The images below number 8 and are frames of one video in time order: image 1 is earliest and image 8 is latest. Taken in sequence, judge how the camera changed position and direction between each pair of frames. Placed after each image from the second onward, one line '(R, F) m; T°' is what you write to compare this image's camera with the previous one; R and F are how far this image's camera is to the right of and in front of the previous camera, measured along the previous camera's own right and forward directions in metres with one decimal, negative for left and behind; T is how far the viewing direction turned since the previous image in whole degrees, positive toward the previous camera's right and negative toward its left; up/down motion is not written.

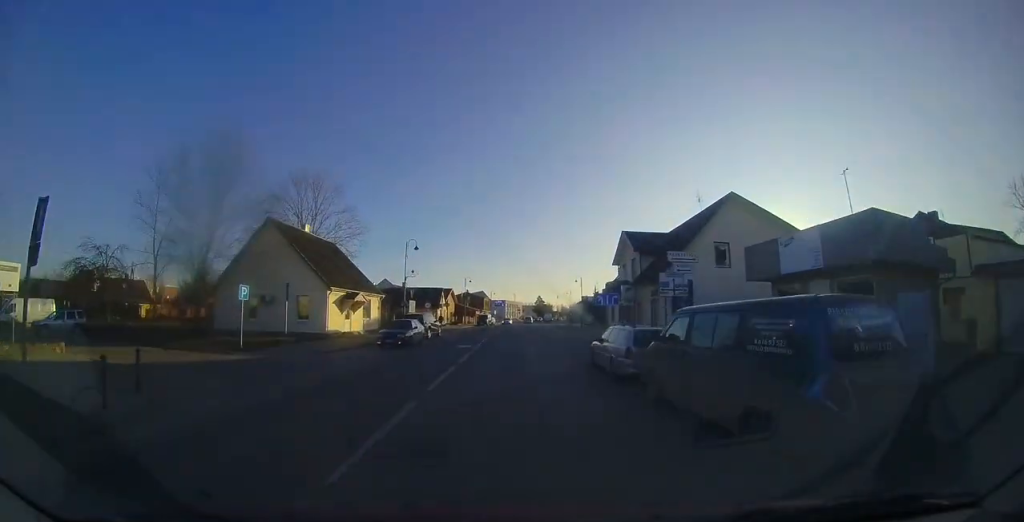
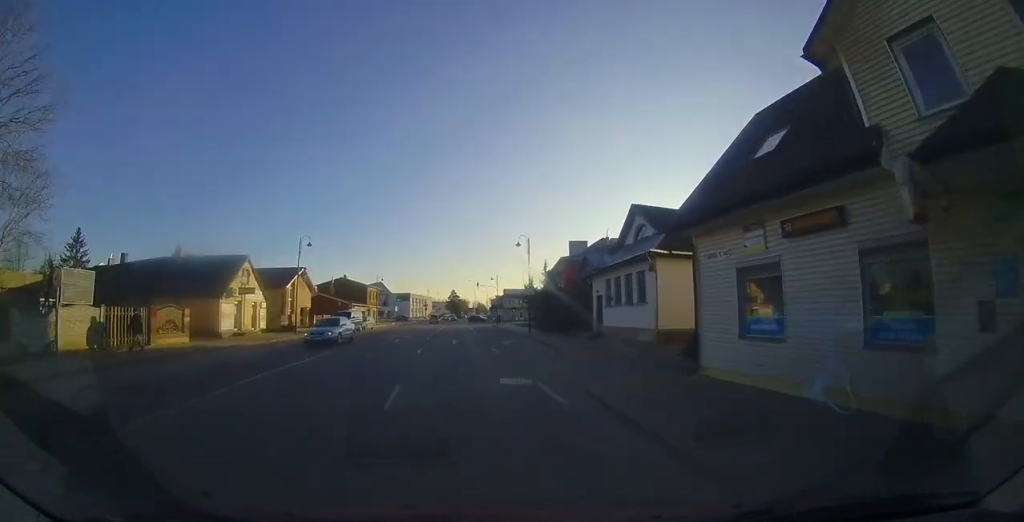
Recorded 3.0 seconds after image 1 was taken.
(+0.8, +22.5) m; +7°
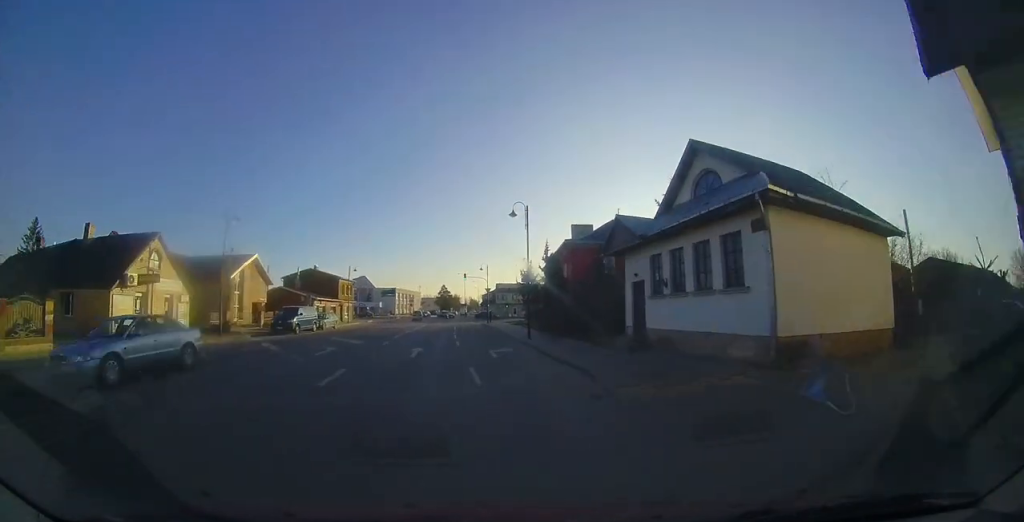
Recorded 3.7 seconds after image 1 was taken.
(+0.1, +6.3) m; +1°
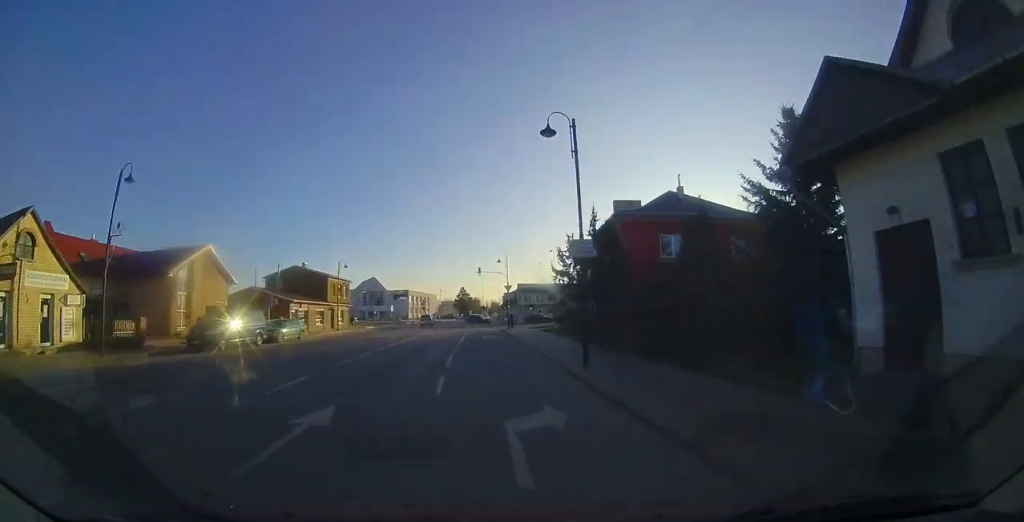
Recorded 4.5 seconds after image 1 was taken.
(+0.1, +8.0) m; 0°
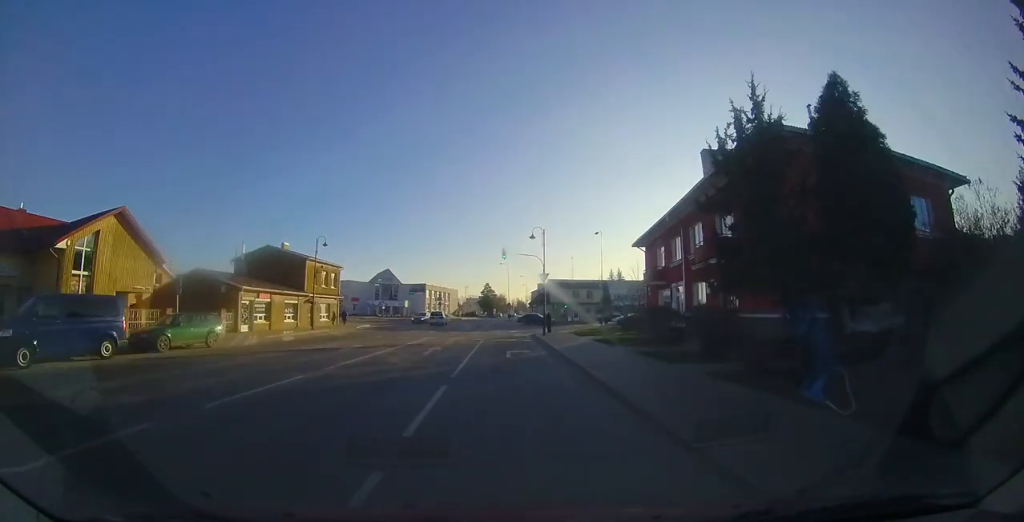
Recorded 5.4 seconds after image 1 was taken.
(-0.1, +9.5) m; -2°
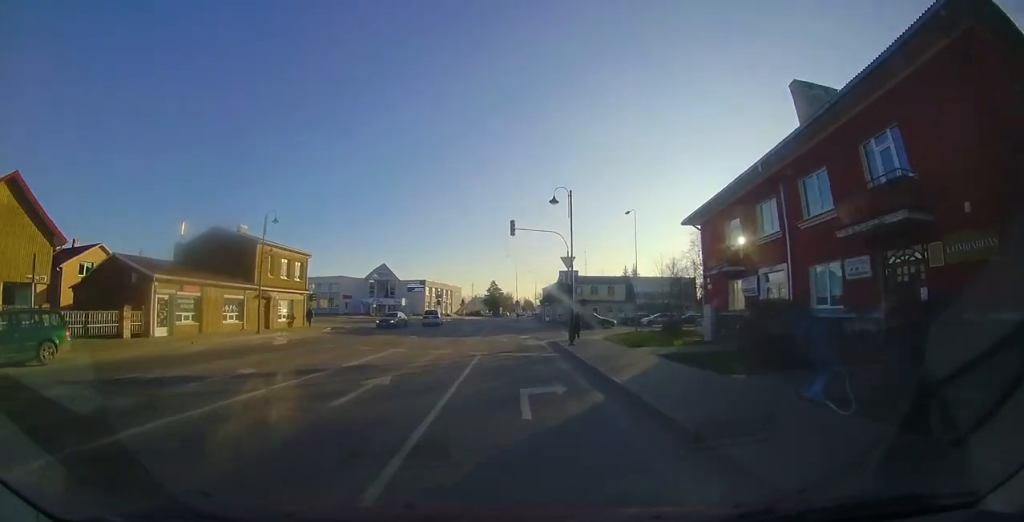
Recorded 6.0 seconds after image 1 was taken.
(-0.3, +7.2) m; 0°
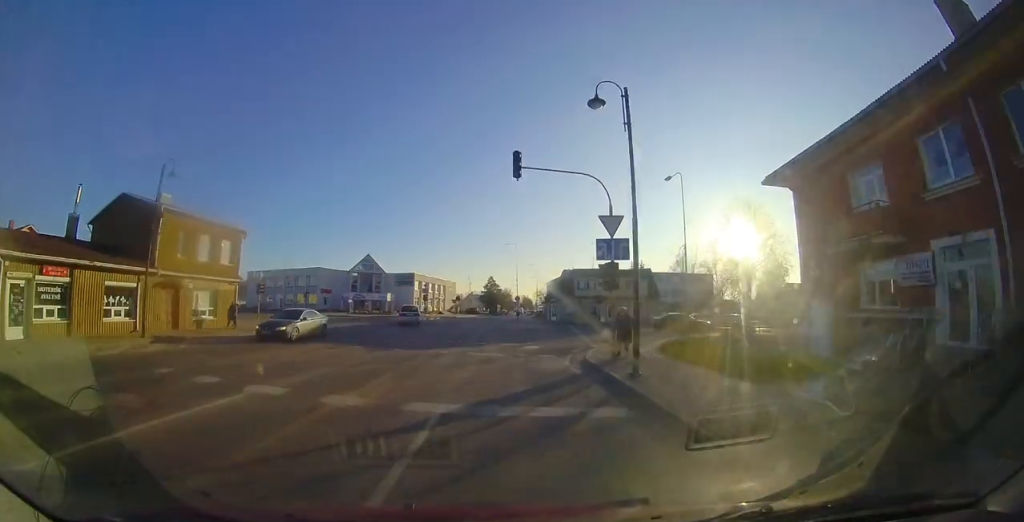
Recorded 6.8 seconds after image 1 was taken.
(+0.2, +7.7) m; +2°
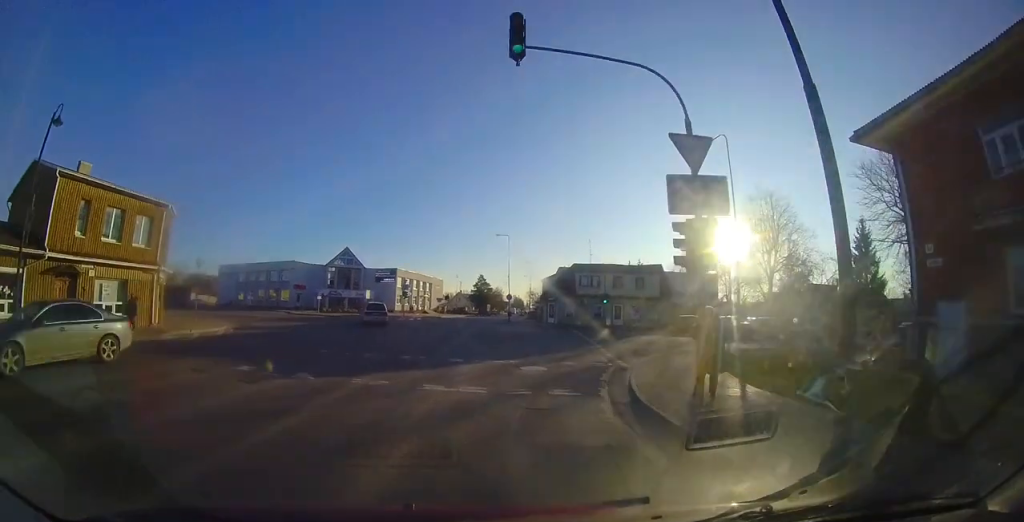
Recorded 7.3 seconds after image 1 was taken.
(+0.1, +5.8) m; +2°
